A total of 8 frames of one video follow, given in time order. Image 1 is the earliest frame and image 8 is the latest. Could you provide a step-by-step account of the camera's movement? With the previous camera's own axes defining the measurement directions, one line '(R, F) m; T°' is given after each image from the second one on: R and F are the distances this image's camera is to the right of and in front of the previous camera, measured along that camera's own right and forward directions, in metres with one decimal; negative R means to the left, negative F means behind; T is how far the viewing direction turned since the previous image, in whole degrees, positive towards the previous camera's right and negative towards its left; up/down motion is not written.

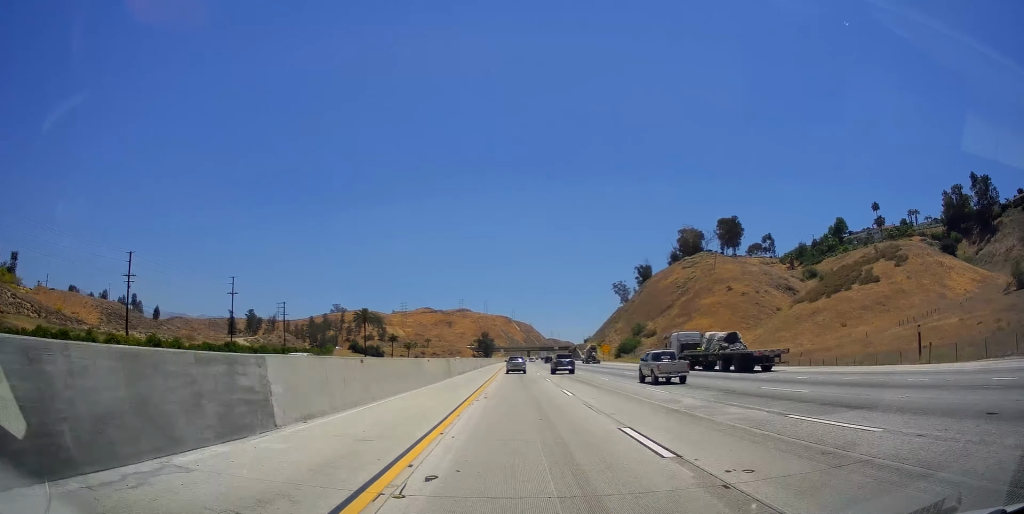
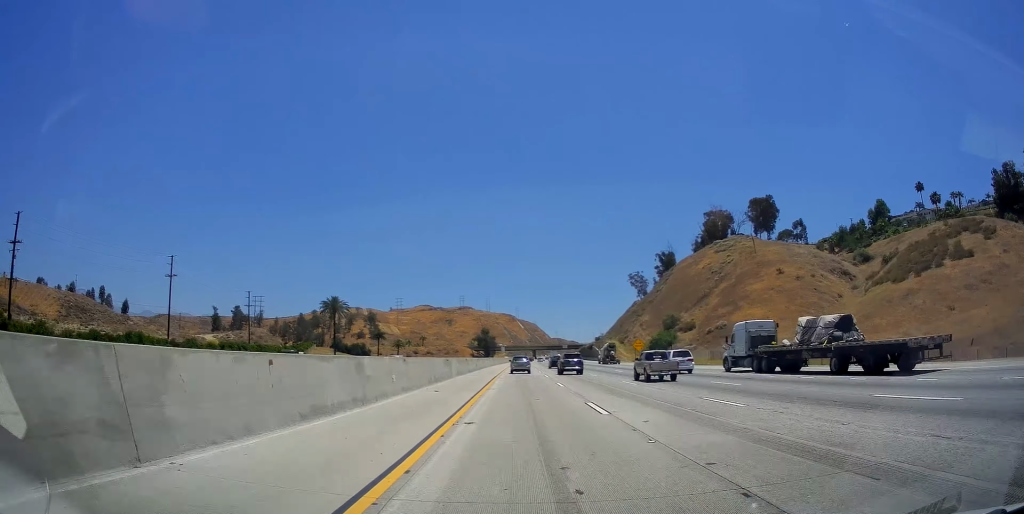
(0.0, +37.0) m; 0°
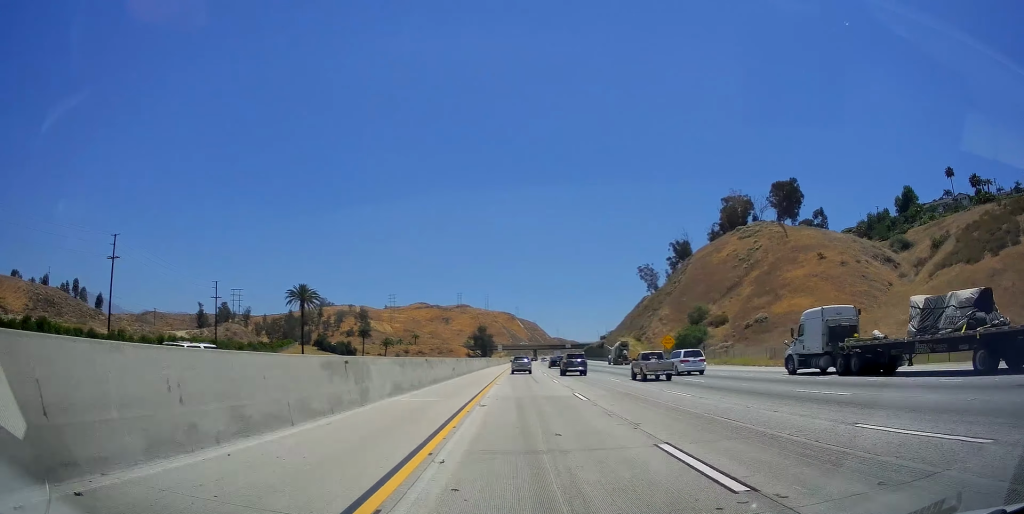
(0.0, +24.0) m; 0°
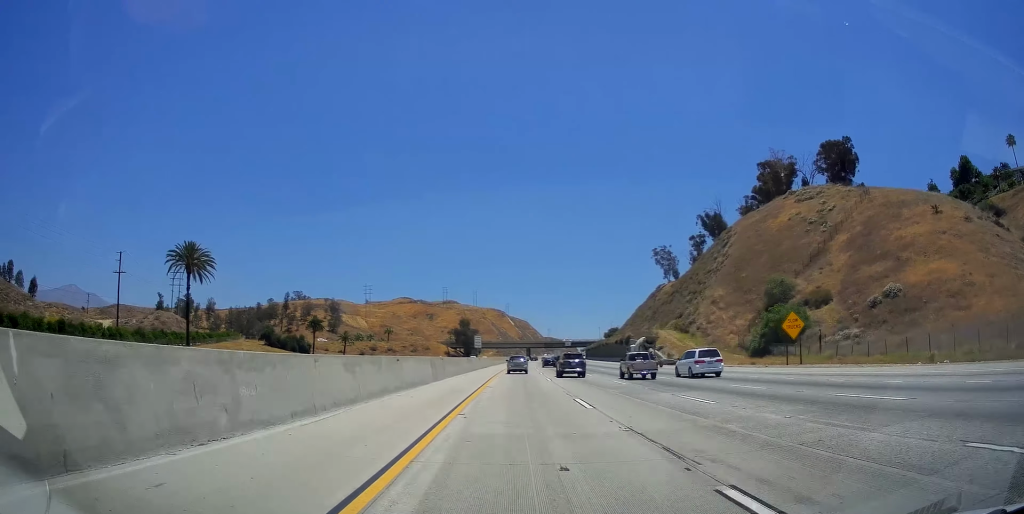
(-0.1, +45.1) m; 0°
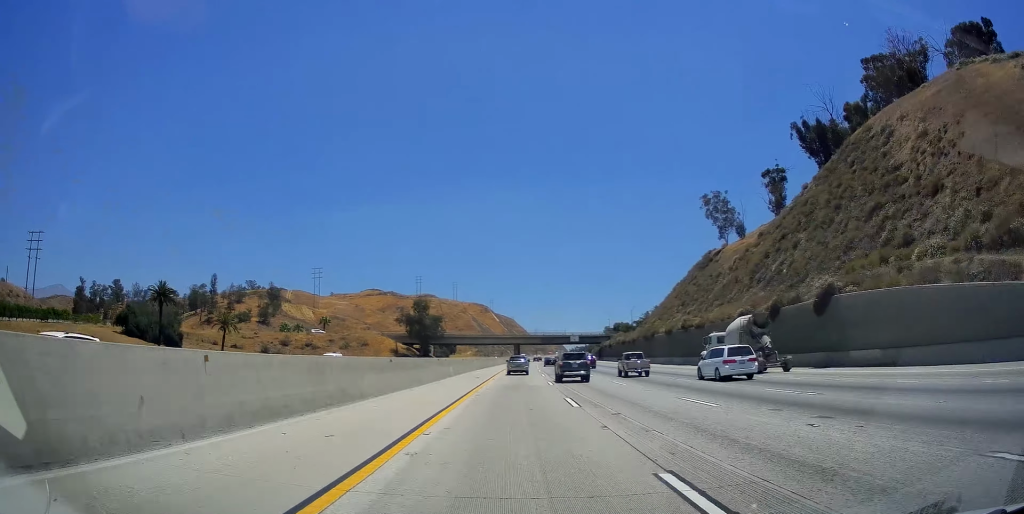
(+1.3, +78.9) m; +1°
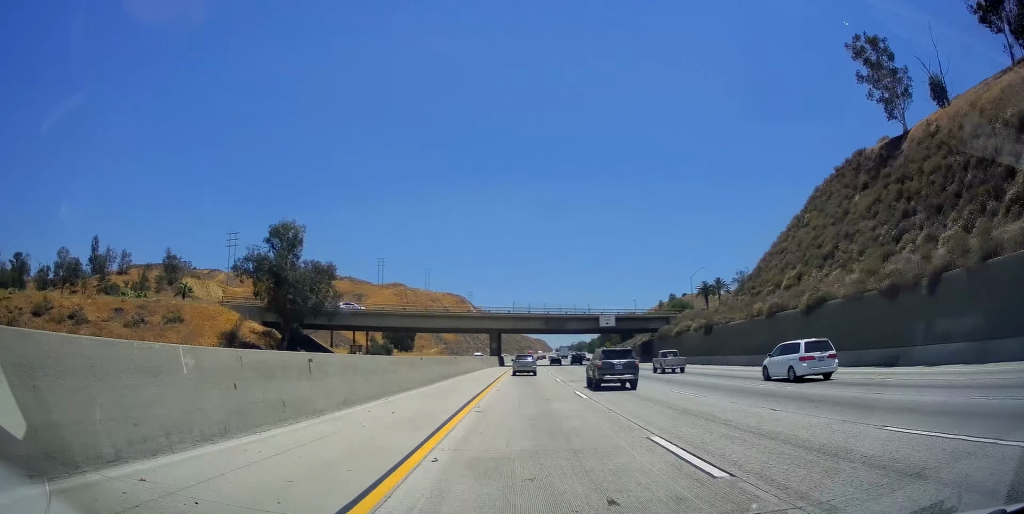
(+0.5, +81.9) m; +2°
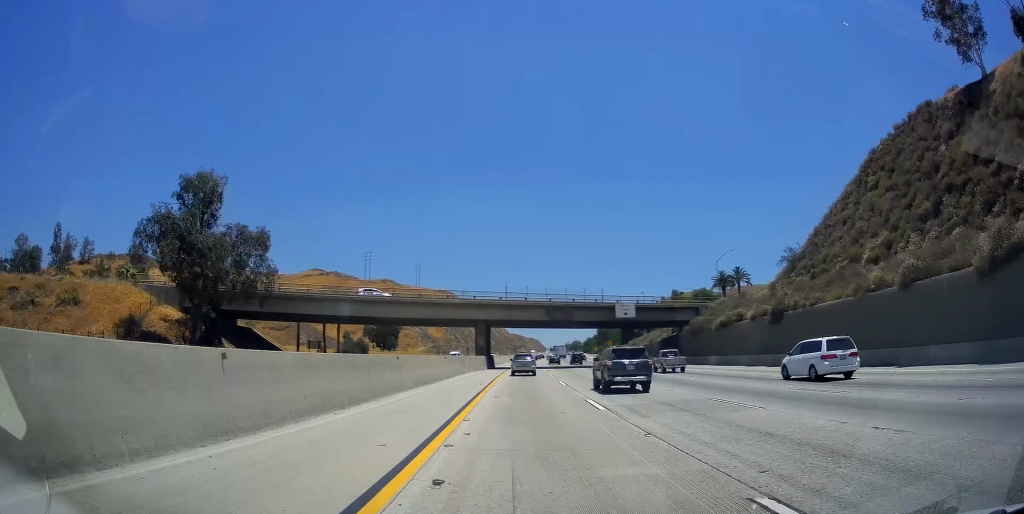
(+0.4, +20.0) m; +1°
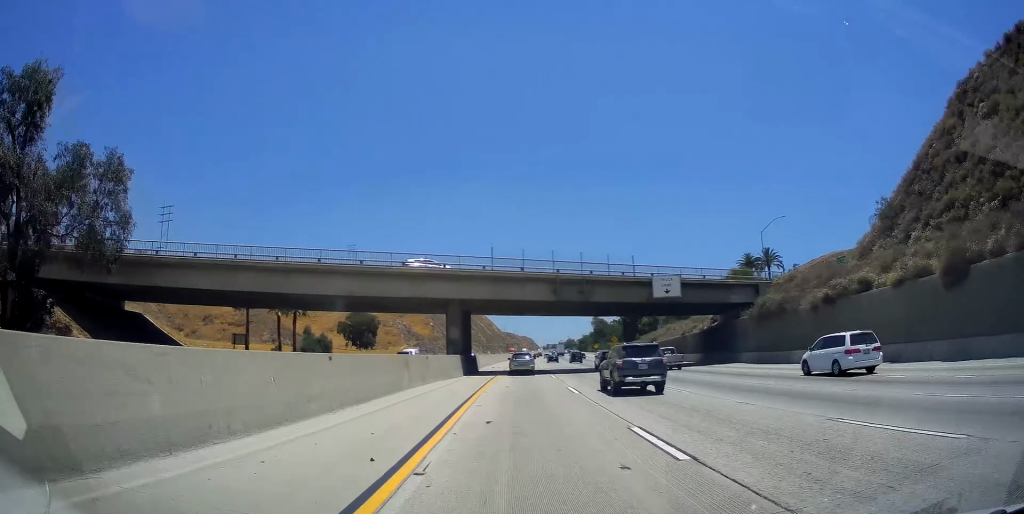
(+0.2, +22.9) m; +1°
